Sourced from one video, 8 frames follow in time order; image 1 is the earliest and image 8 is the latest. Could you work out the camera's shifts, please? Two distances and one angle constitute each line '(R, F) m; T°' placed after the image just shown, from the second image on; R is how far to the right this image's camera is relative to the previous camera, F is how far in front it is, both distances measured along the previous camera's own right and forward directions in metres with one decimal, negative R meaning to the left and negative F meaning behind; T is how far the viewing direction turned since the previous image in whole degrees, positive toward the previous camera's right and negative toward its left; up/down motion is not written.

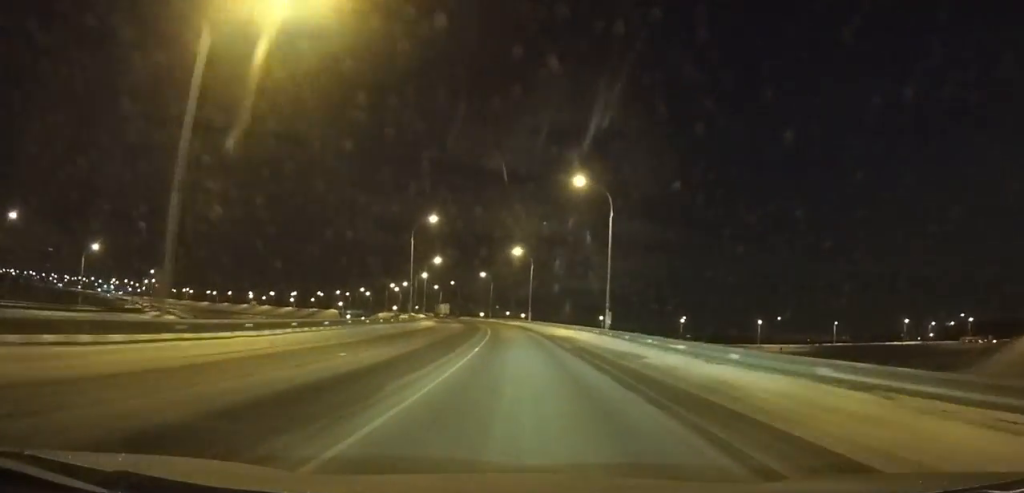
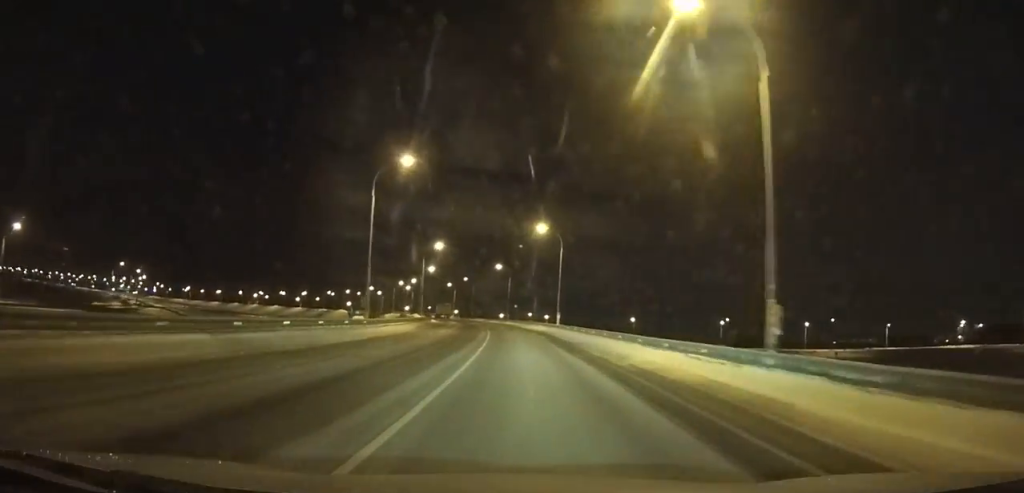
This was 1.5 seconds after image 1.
(-0.3, +23.7) m; -2°
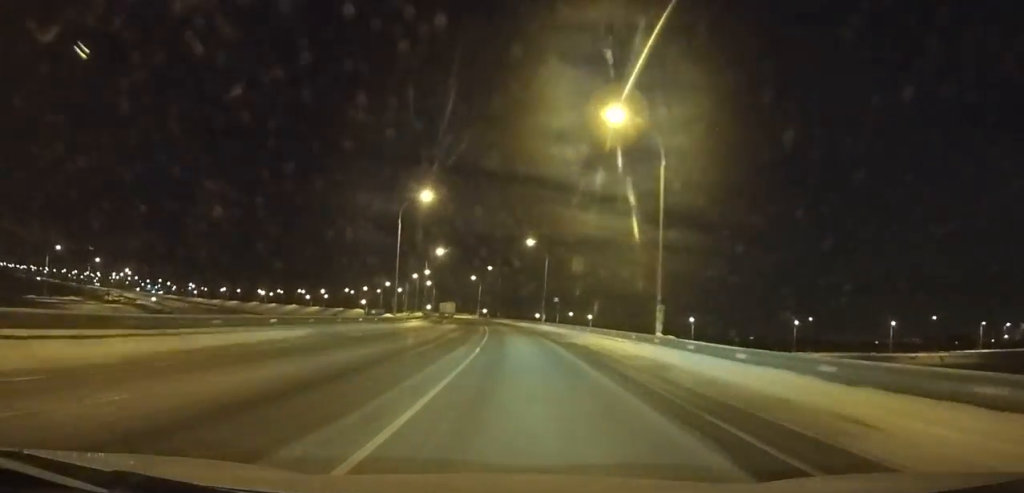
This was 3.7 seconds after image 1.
(-0.6, +35.7) m; -4°
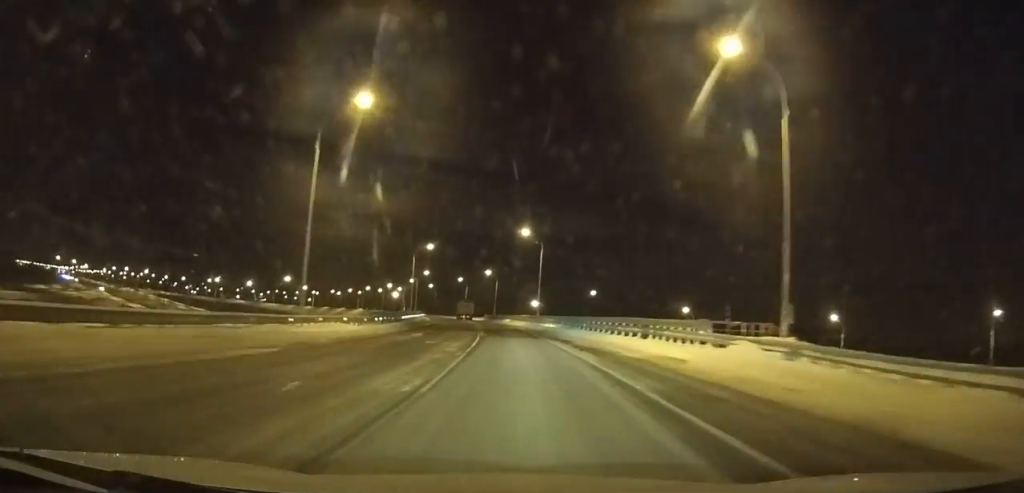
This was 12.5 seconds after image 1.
(-17.0, +151.2) m; -13°
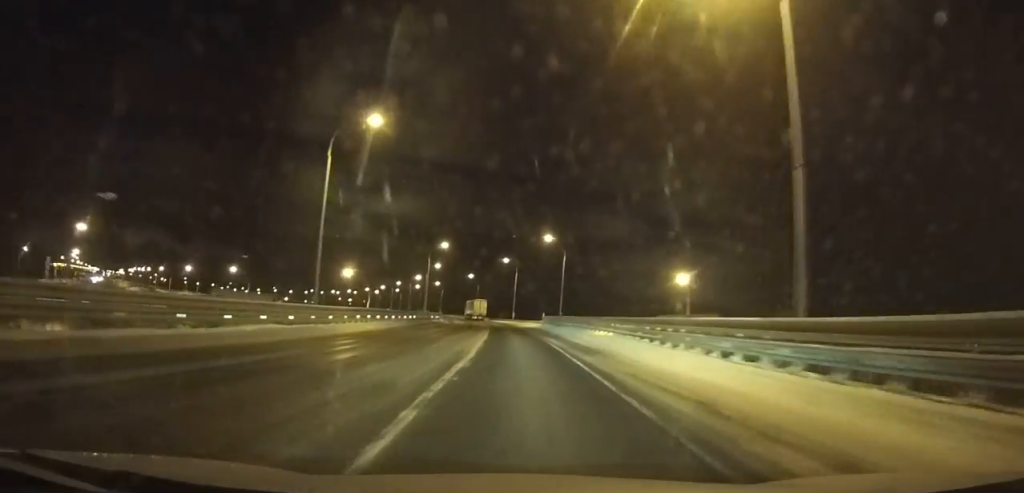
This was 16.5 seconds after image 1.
(-2.2, +66.2) m; -6°
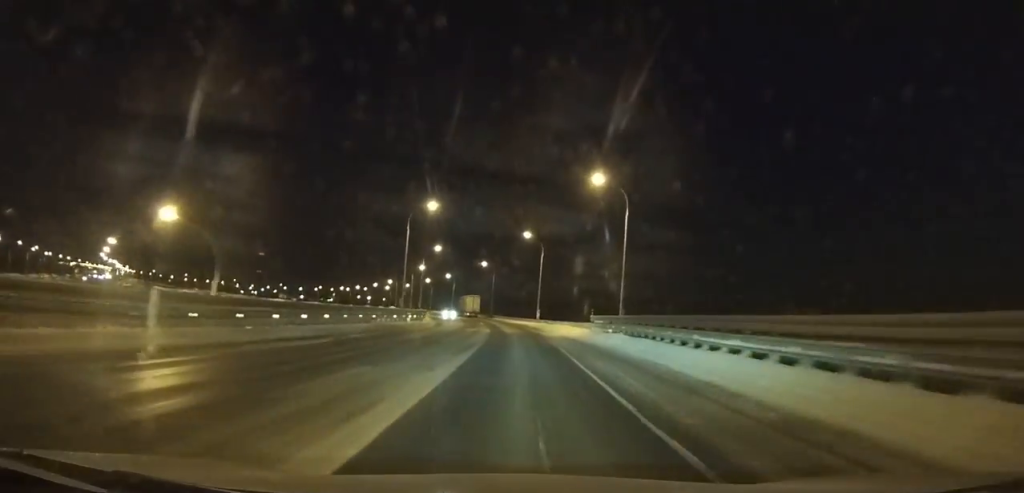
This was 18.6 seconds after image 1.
(-2.4, +32.9) m; -3°
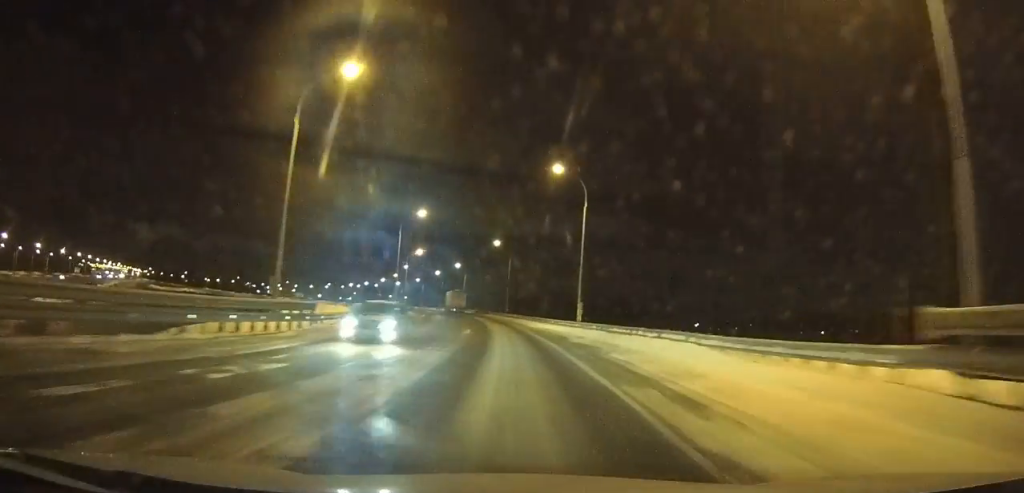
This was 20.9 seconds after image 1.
(-0.8, +35.5) m; -4°
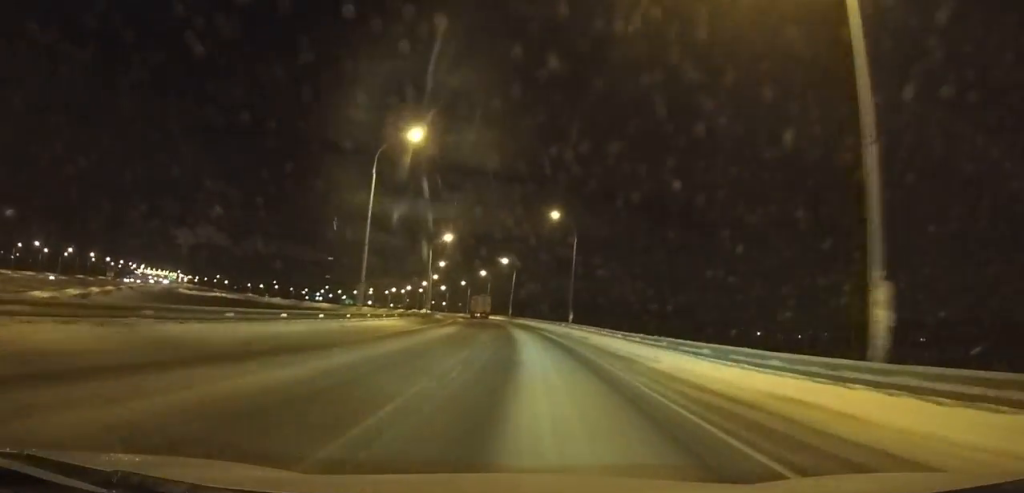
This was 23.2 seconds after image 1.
(-0.7, +35.1) m; -4°
